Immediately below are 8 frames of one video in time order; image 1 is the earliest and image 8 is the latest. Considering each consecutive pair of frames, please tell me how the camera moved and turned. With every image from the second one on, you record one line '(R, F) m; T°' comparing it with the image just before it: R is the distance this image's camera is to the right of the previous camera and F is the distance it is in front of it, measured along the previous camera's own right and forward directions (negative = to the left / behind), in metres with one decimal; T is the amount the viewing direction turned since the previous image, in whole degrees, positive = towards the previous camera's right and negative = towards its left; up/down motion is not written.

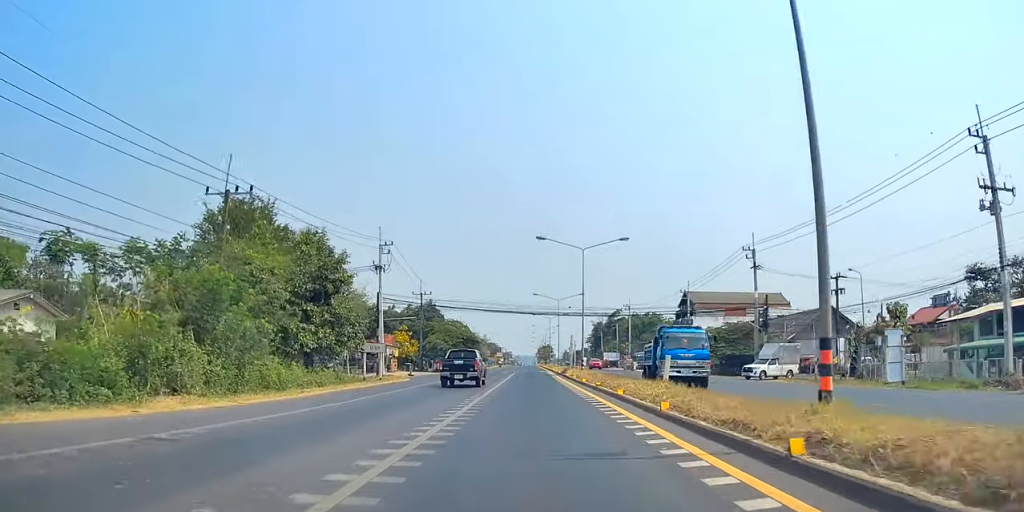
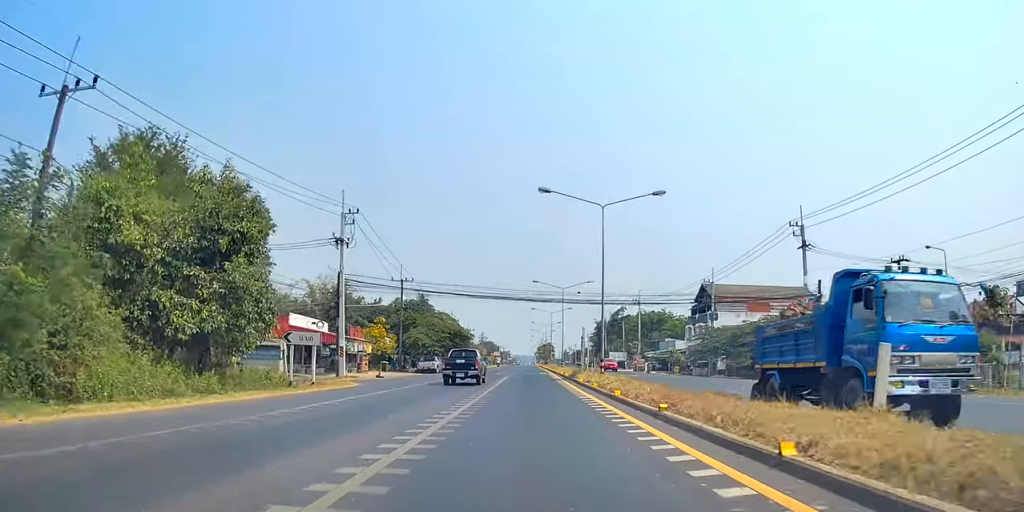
(0.0, +13.4) m; +1°
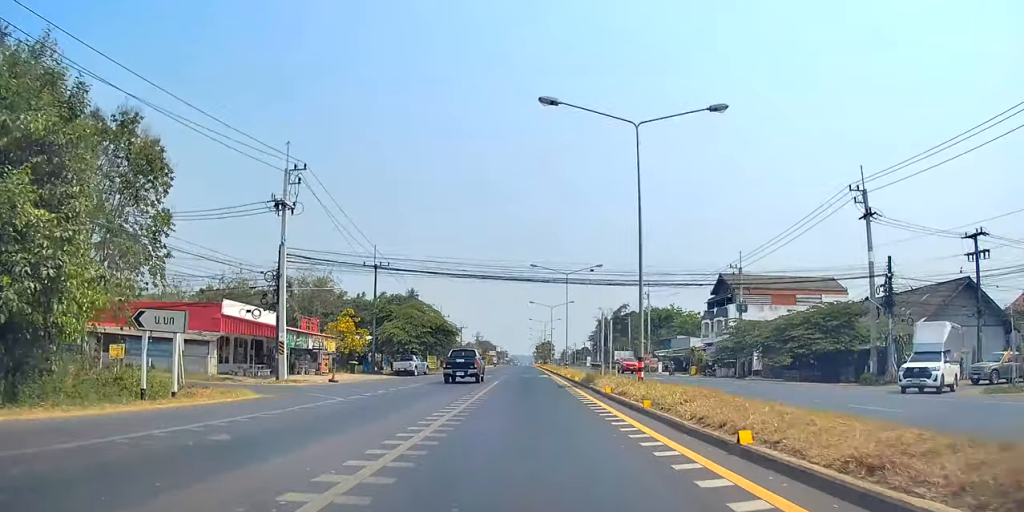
(+0.4, +12.0) m; +2°
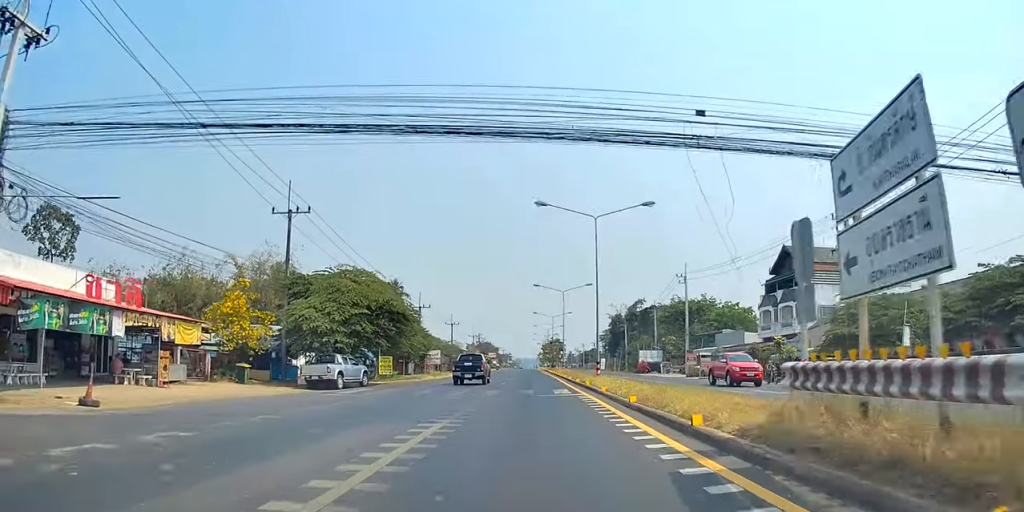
(+0.5, +24.7) m; +2°
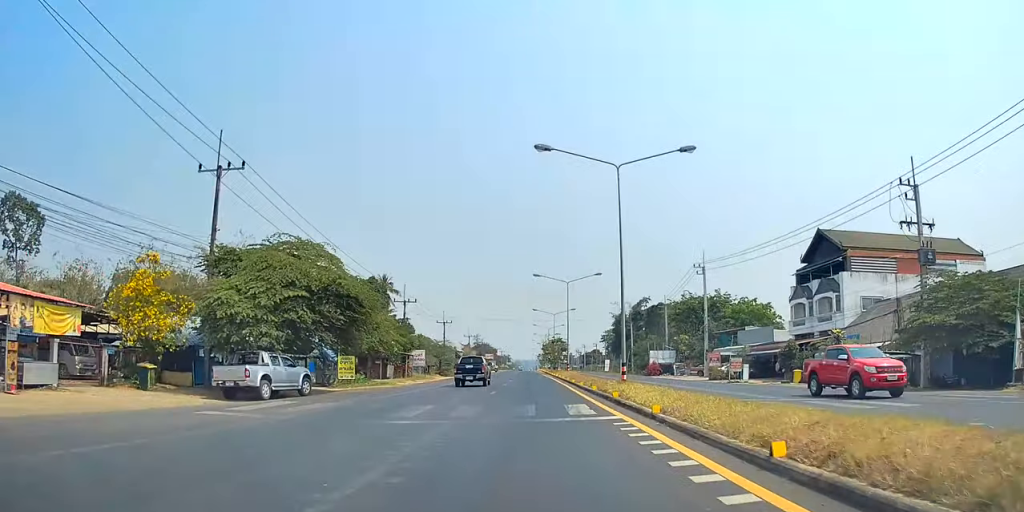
(+0.4, +9.5) m; 0°
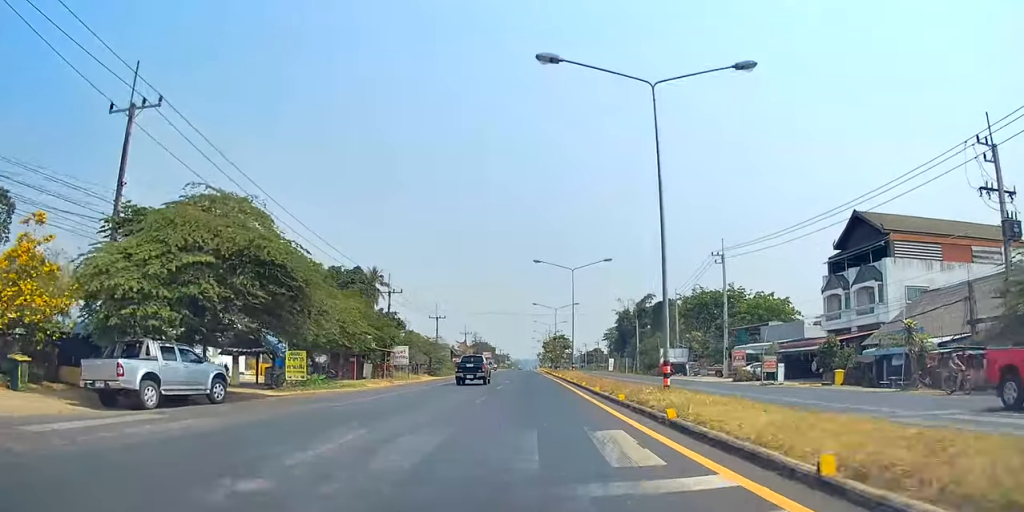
(-0.2, +8.0) m; -1°
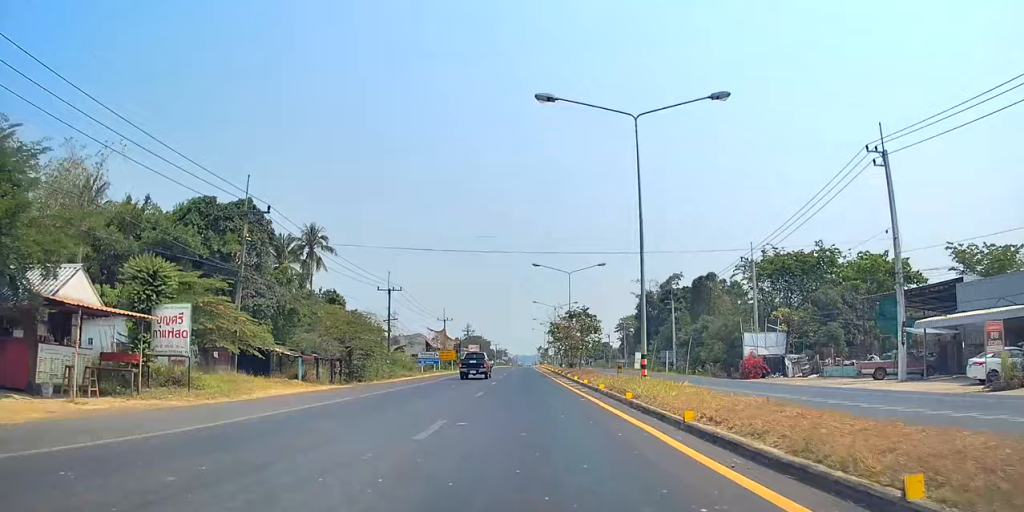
(-0.7, +34.2) m; +1°
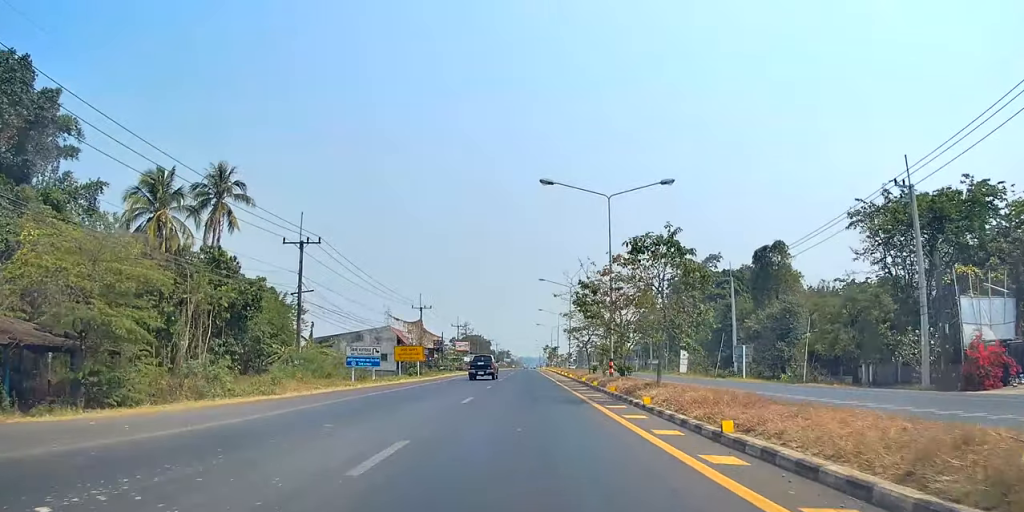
(+0.1, +27.4) m; -1°
